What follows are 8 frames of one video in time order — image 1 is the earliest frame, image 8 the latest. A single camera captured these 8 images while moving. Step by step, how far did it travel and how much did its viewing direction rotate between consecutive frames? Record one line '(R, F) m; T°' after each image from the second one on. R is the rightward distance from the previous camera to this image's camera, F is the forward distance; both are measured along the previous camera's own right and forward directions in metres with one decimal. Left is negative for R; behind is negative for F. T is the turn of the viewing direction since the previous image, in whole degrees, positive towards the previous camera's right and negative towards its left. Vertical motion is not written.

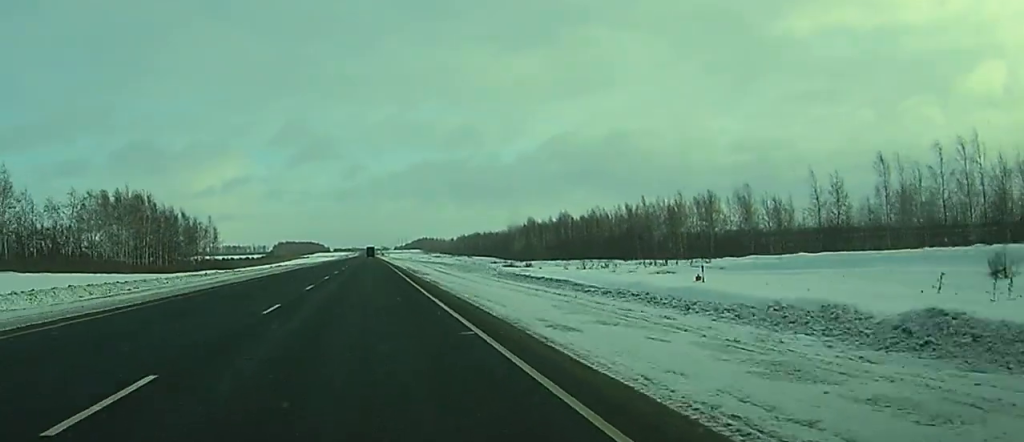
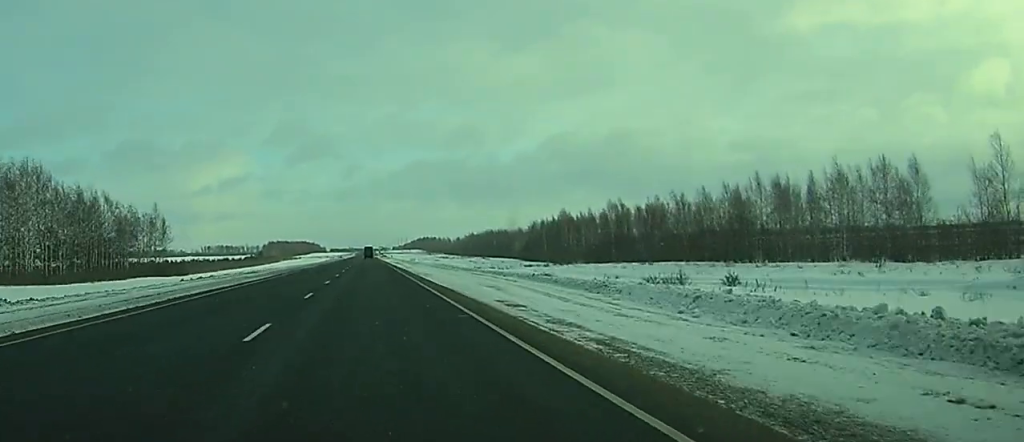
(0.0, +53.3) m; 0°
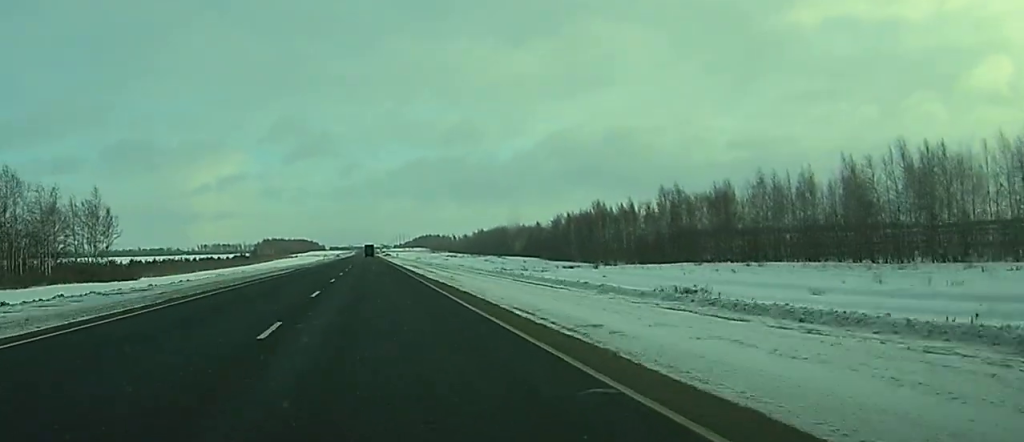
(+0.1, +35.8) m; 0°
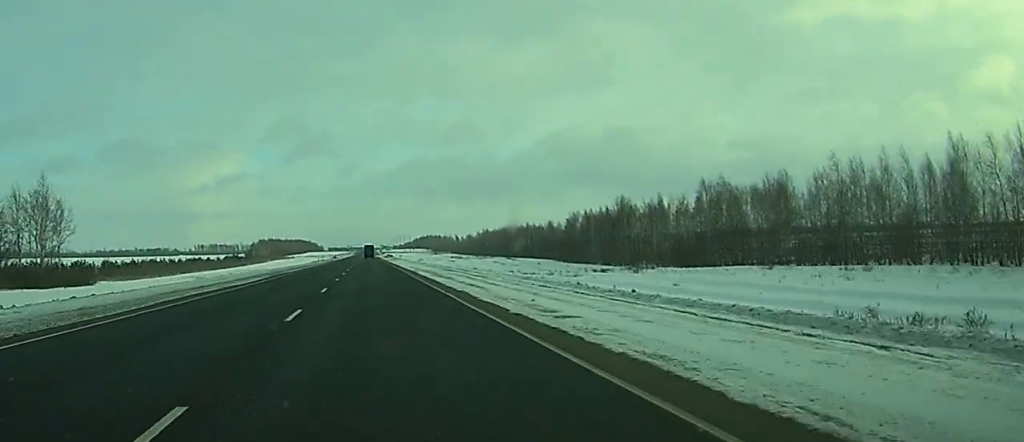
(0.0, +20.6) m; 0°
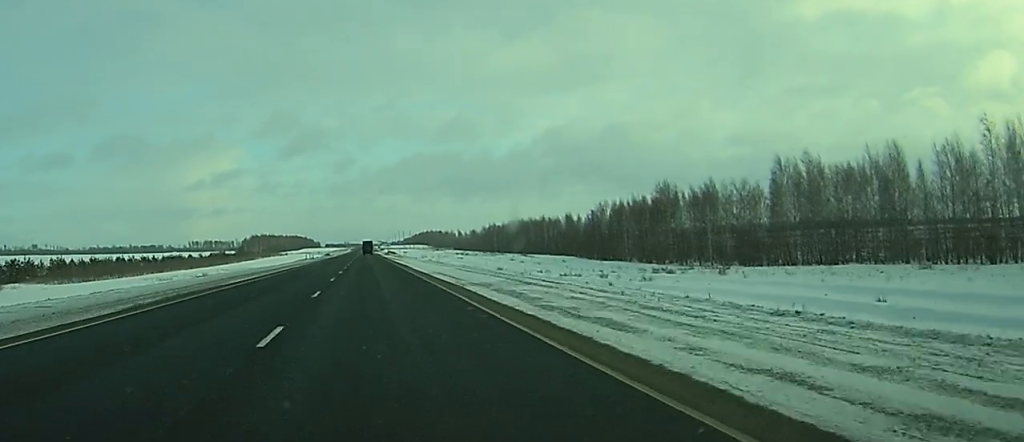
(0.0, +28.5) m; 0°
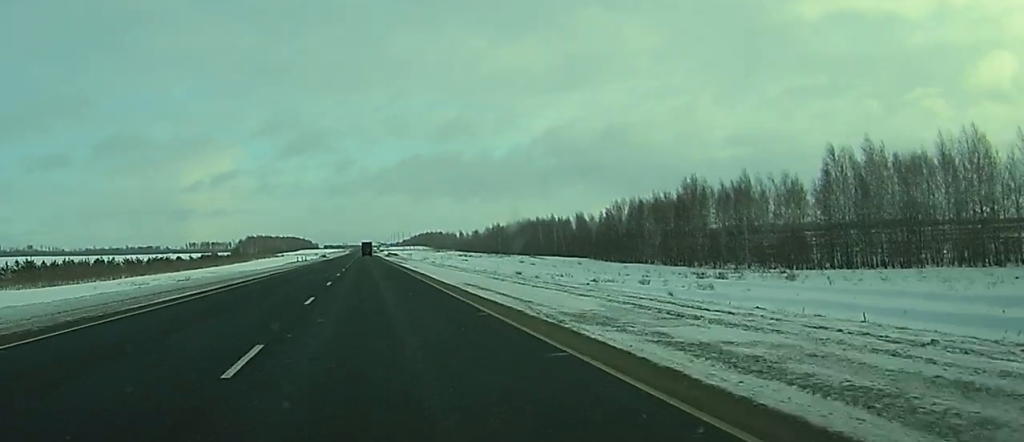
(0.0, +14.8) m; 0°
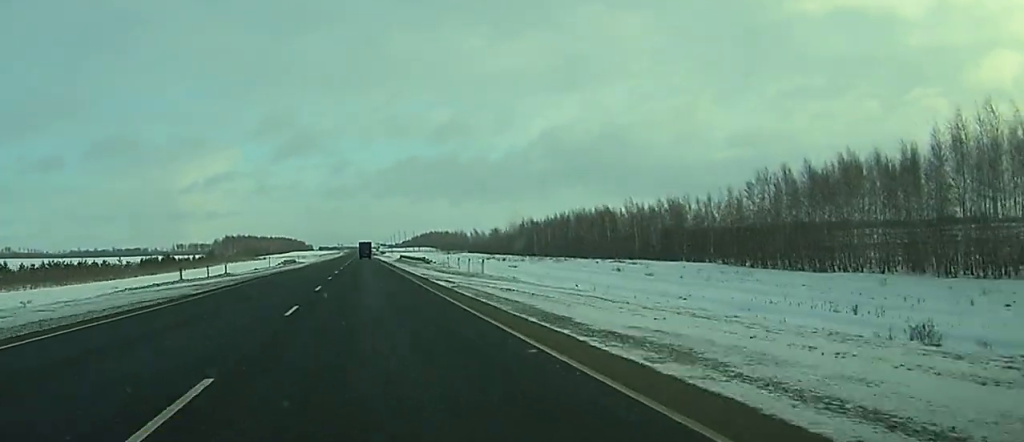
(0.0, +75.3) m; 0°
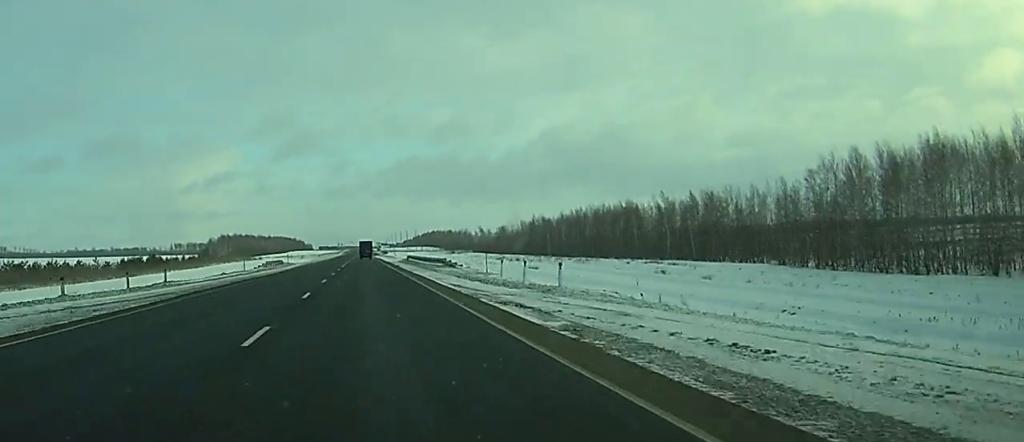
(0.0, +17.8) m; 0°
